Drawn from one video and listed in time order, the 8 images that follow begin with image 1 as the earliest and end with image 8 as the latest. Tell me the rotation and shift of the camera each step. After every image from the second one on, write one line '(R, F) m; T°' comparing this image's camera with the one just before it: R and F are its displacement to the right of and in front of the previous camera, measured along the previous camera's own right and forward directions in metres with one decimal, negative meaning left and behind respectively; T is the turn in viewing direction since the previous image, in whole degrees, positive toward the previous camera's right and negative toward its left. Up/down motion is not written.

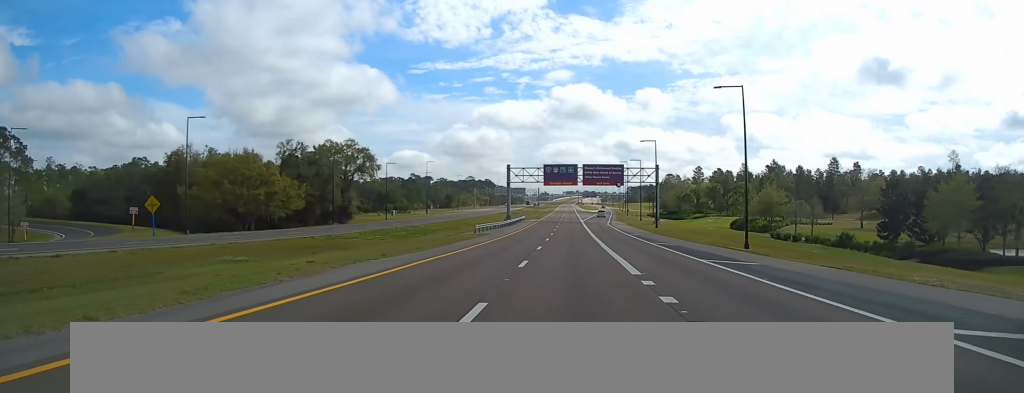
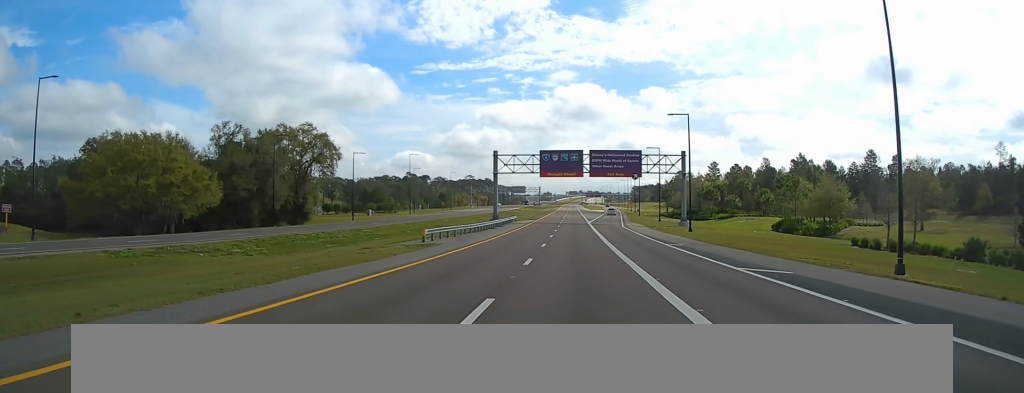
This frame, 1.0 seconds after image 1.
(-0.1, +24.0) m; 0°
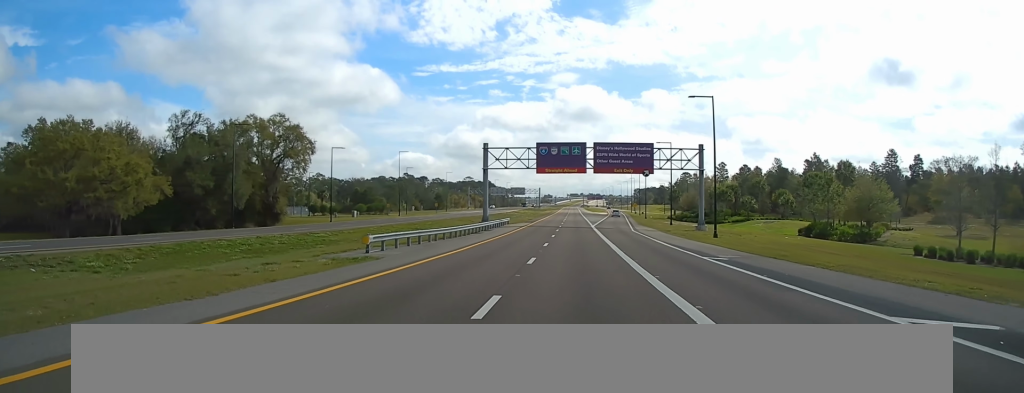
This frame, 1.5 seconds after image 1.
(+0.1, +11.6) m; 0°
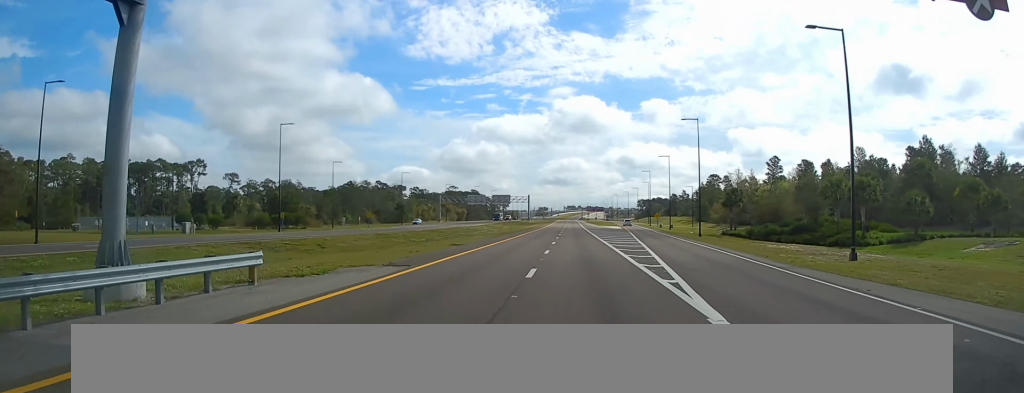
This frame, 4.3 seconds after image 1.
(0.0, +65.2) m; 0°
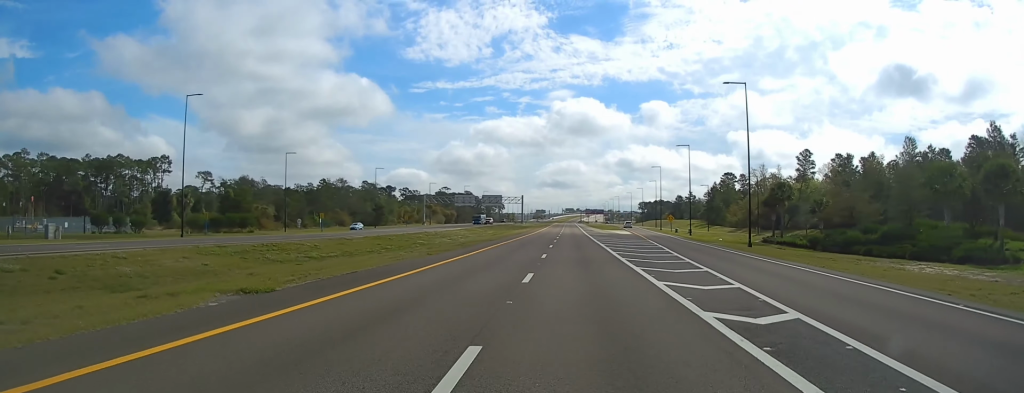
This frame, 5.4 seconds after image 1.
(0.0, +25.0) m; 0°
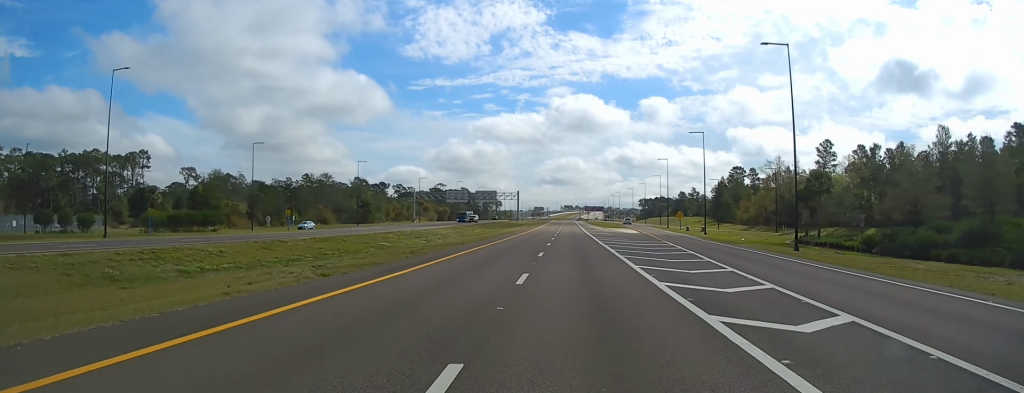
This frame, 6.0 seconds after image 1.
(0.0, +13.3) m; 0°
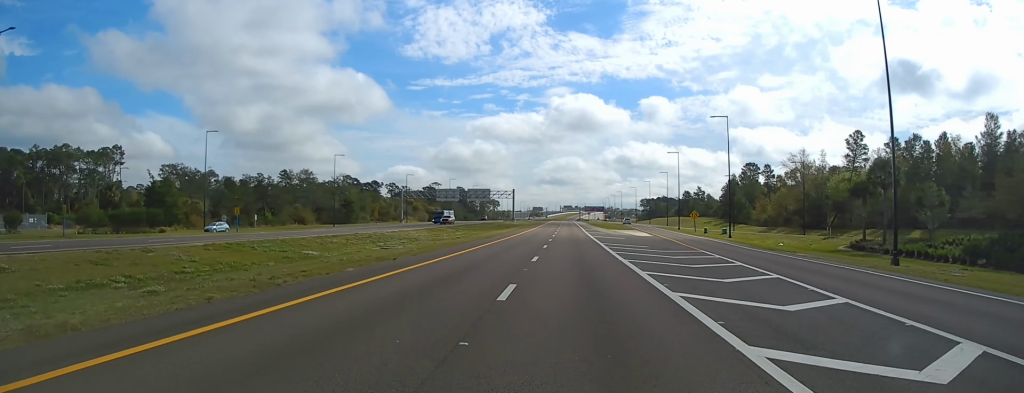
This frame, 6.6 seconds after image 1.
(0.0, +15.8) m; 0°
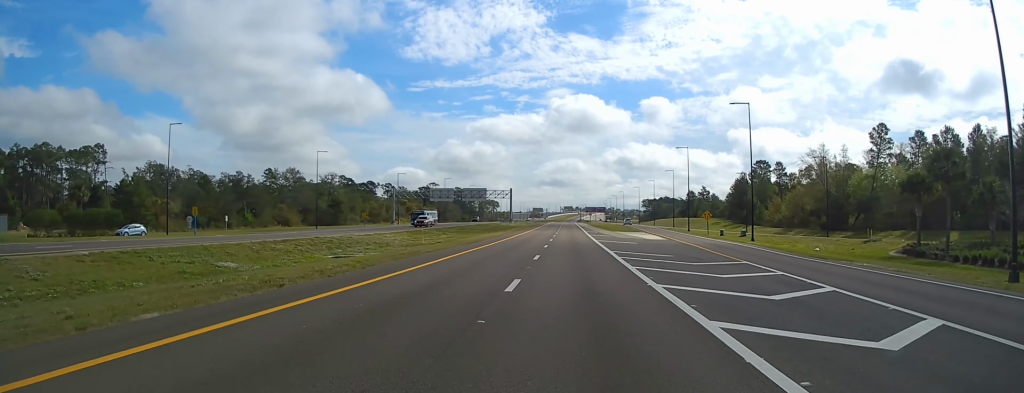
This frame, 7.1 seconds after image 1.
(0.0, +10.3) m; 0°
